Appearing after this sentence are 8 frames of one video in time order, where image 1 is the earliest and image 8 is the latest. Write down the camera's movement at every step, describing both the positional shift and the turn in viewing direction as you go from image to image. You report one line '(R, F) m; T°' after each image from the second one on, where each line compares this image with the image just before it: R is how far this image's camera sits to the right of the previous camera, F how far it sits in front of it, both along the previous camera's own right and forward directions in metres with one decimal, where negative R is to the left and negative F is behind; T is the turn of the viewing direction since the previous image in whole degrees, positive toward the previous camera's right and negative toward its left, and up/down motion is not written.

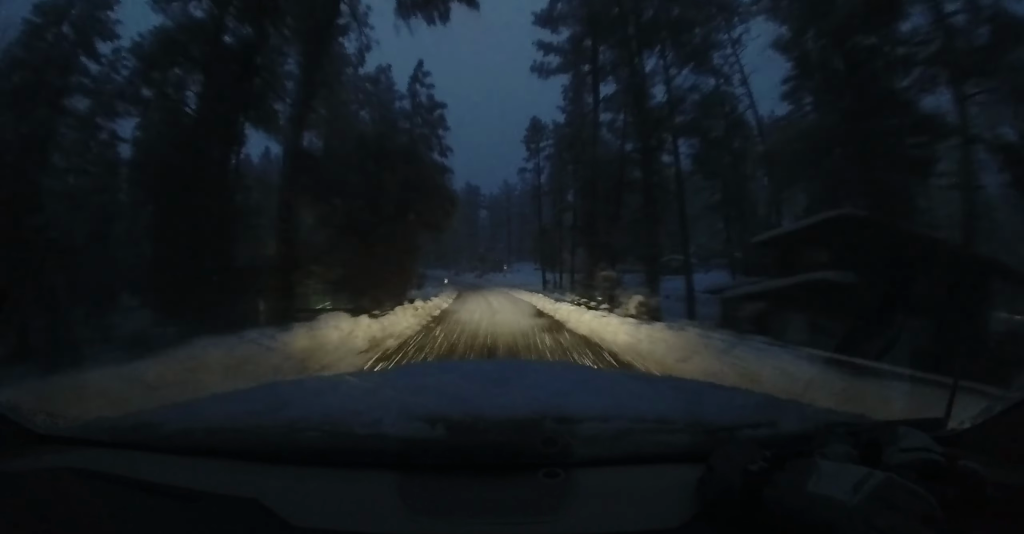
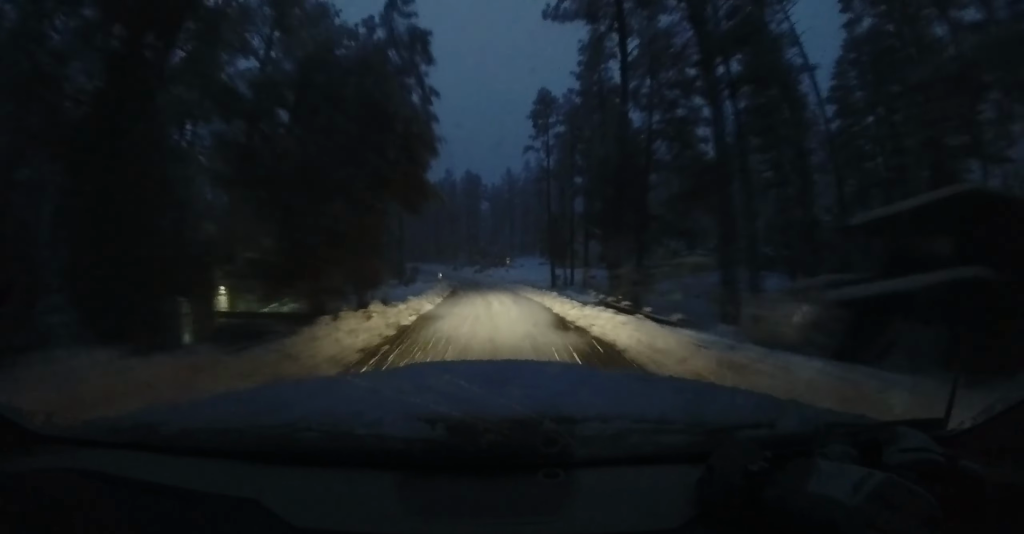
(0.0, +4.8) m; 0°
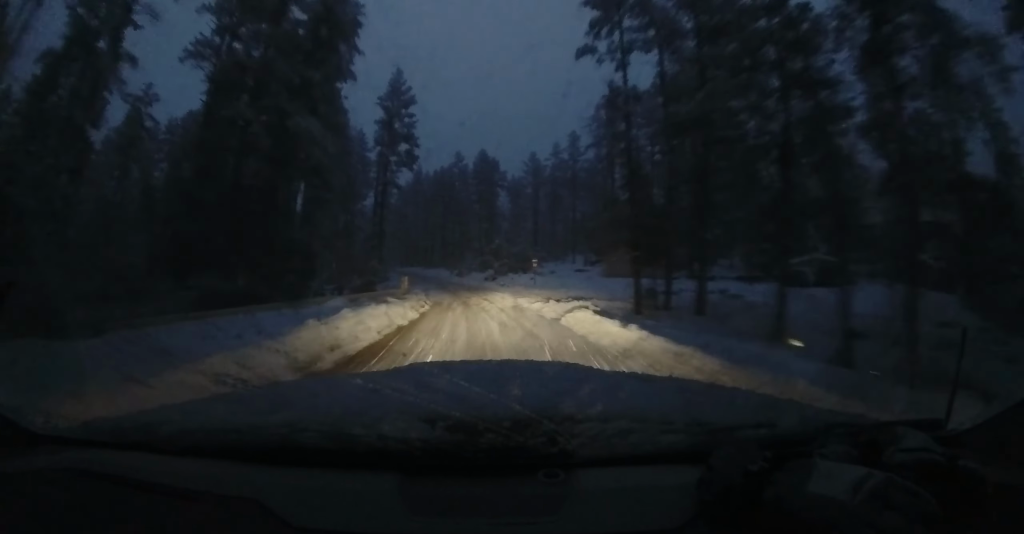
(0.0, +18.3) m; 0°
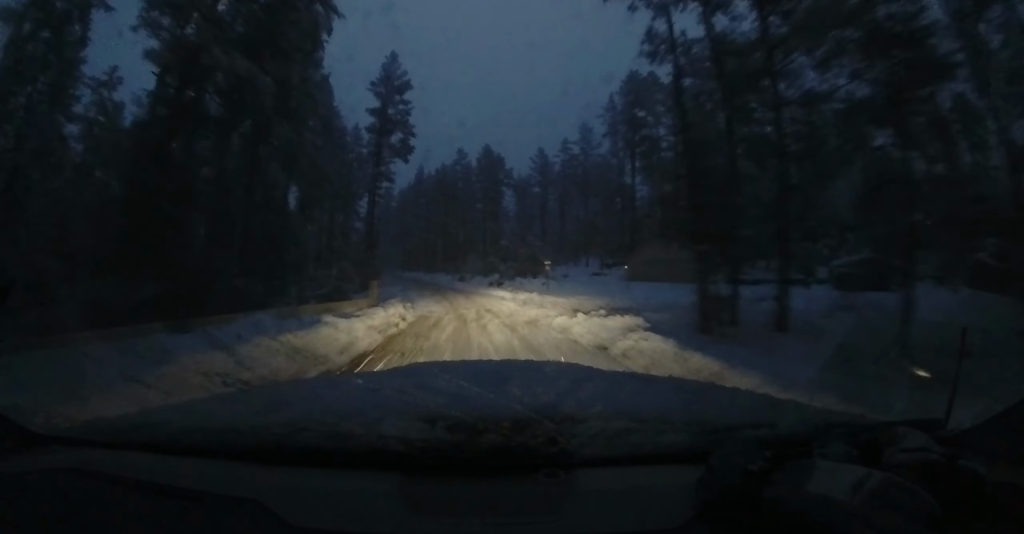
(0.0, +5.0) m; -2°
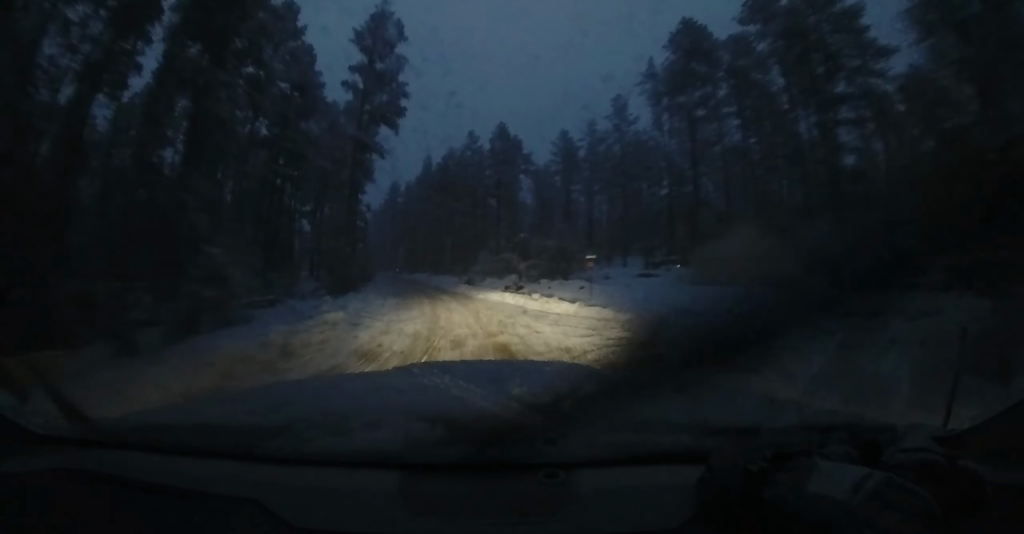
(-0.1, +10.2) m; -9°
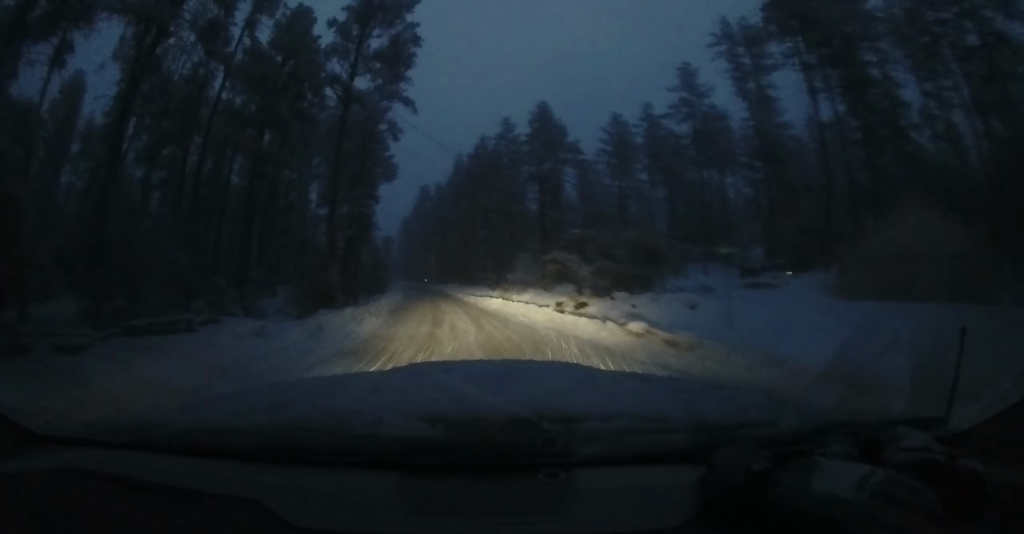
(-1.6, +9.8) m; -10°
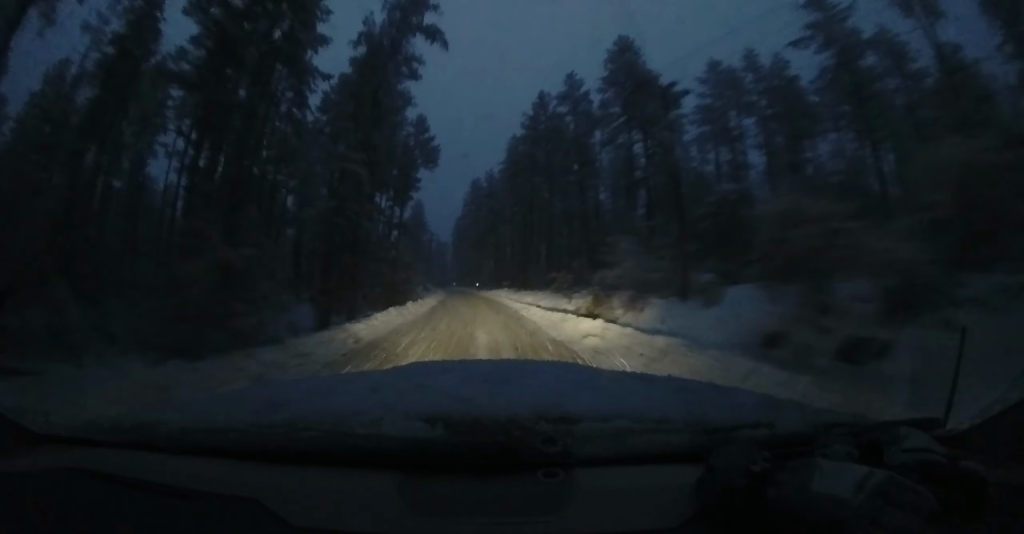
(-0.2, +12.7) m; -1°
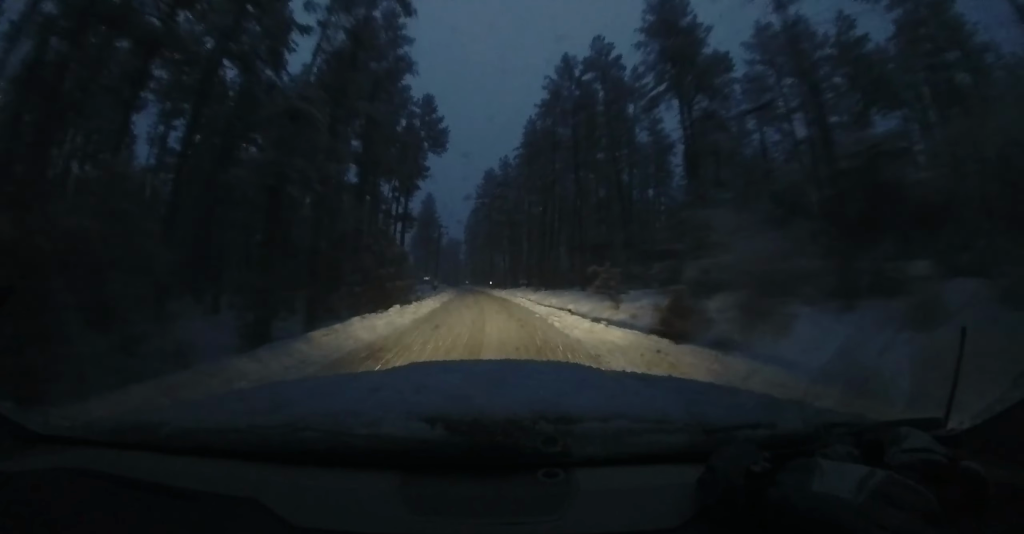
(0.0, +5.3) m; 0°
